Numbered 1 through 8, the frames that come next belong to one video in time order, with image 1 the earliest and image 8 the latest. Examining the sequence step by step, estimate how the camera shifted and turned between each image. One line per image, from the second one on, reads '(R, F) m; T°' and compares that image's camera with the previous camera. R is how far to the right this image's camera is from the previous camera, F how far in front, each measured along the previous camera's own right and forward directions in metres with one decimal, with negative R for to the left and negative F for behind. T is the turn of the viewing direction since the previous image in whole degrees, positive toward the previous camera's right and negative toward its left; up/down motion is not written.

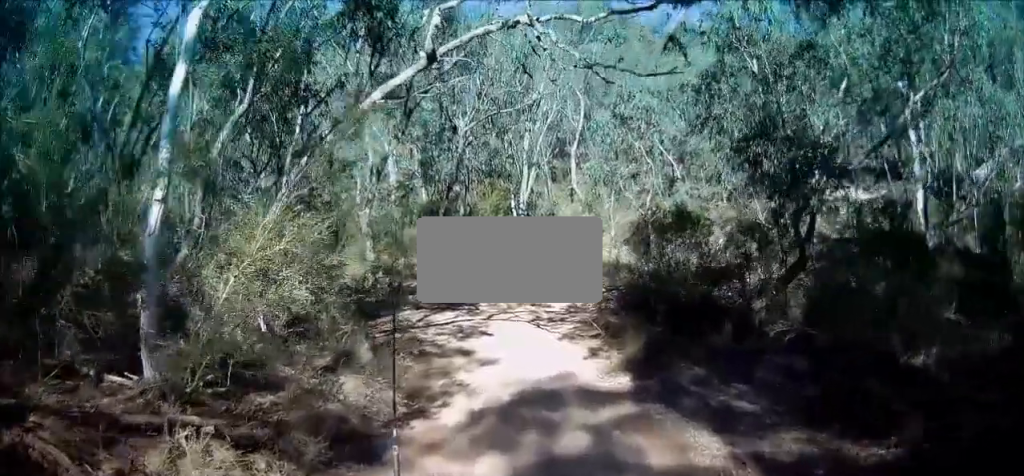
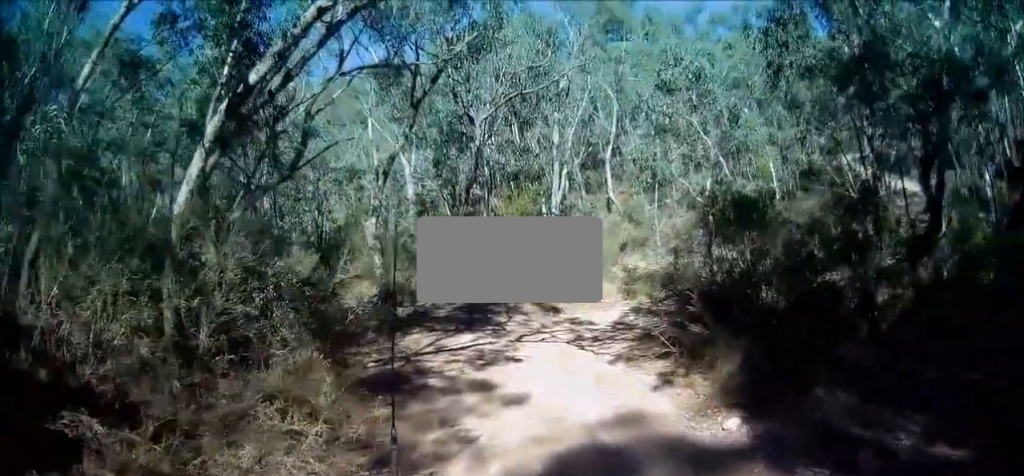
(-0.6, +3.8) m; -20°
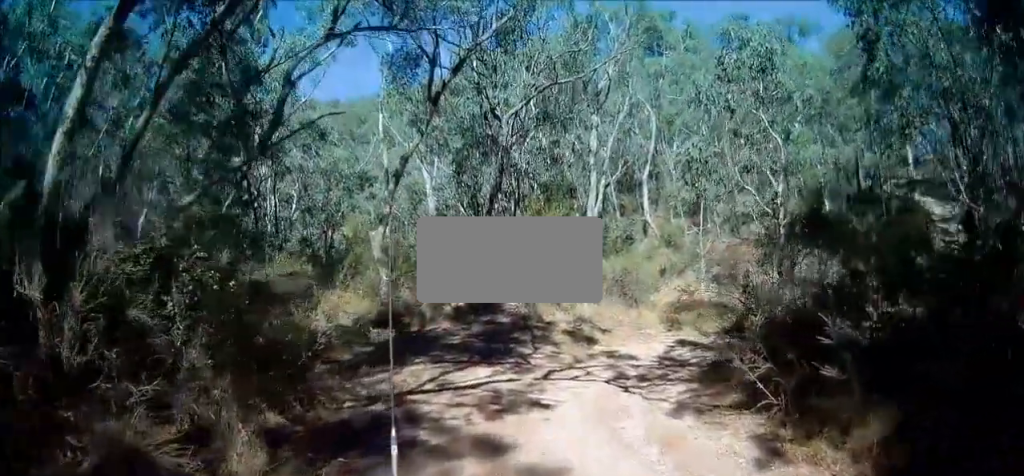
(-0.7, +3.0) m; +3°
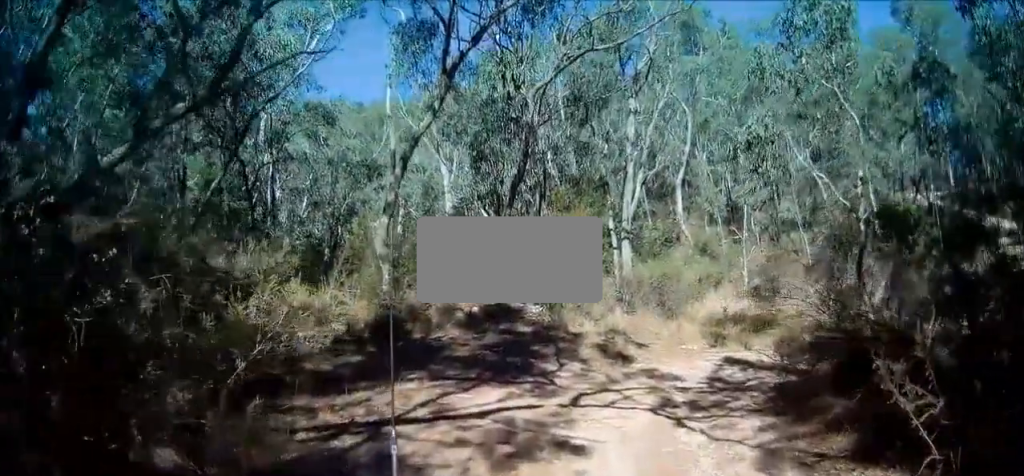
(+0.6, +2.3) m; +8°
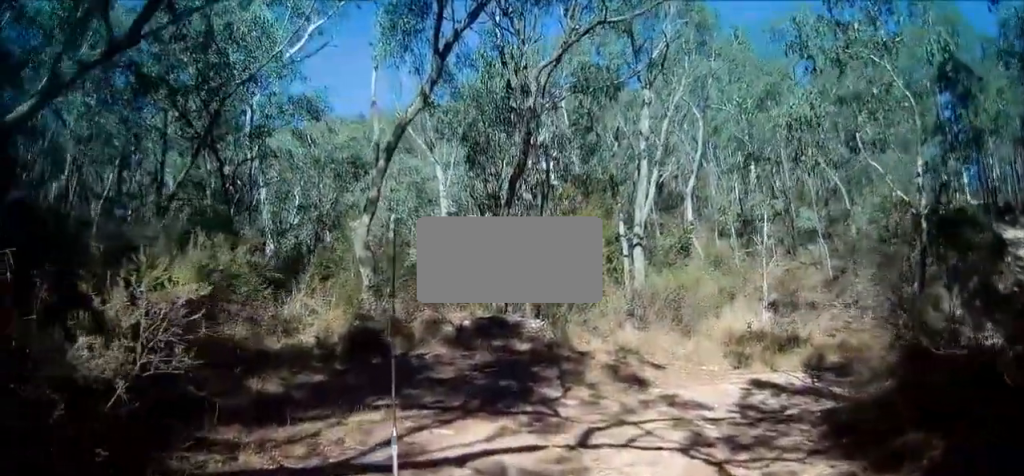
(0.0, +1.9) m; +3°
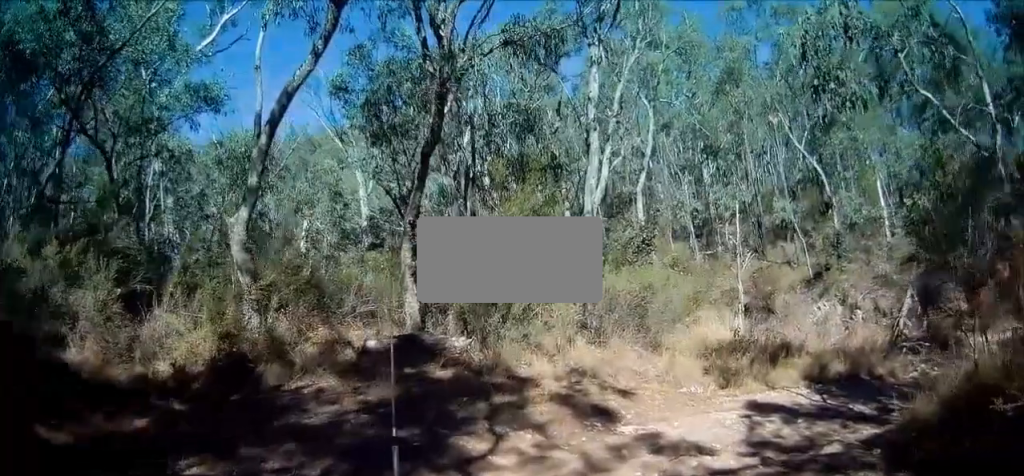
(0.0, +3.3) m; -1°
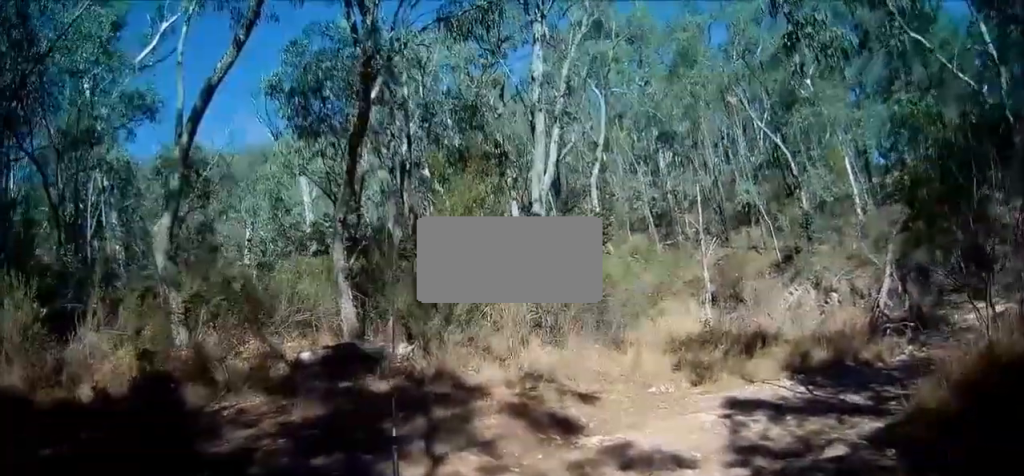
(0.0, +1.1) m; +1°
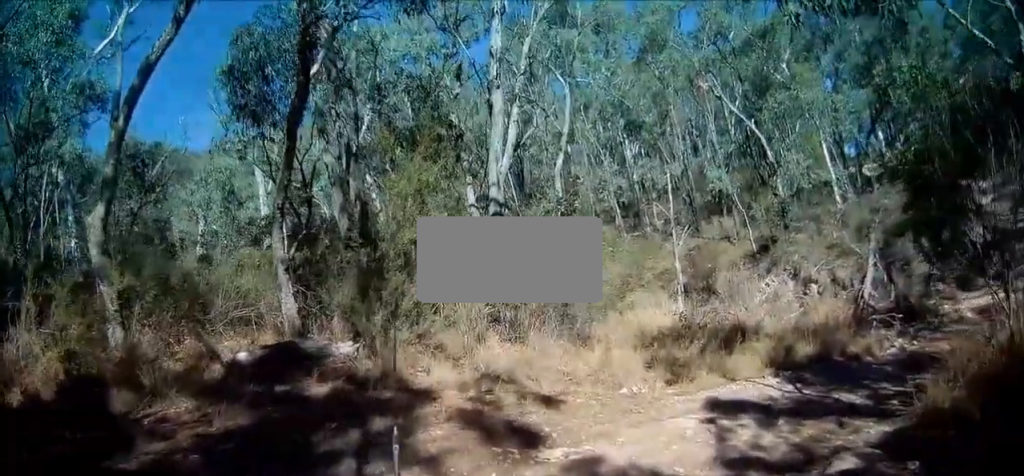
(-0.2, +0.9) m; +2°
